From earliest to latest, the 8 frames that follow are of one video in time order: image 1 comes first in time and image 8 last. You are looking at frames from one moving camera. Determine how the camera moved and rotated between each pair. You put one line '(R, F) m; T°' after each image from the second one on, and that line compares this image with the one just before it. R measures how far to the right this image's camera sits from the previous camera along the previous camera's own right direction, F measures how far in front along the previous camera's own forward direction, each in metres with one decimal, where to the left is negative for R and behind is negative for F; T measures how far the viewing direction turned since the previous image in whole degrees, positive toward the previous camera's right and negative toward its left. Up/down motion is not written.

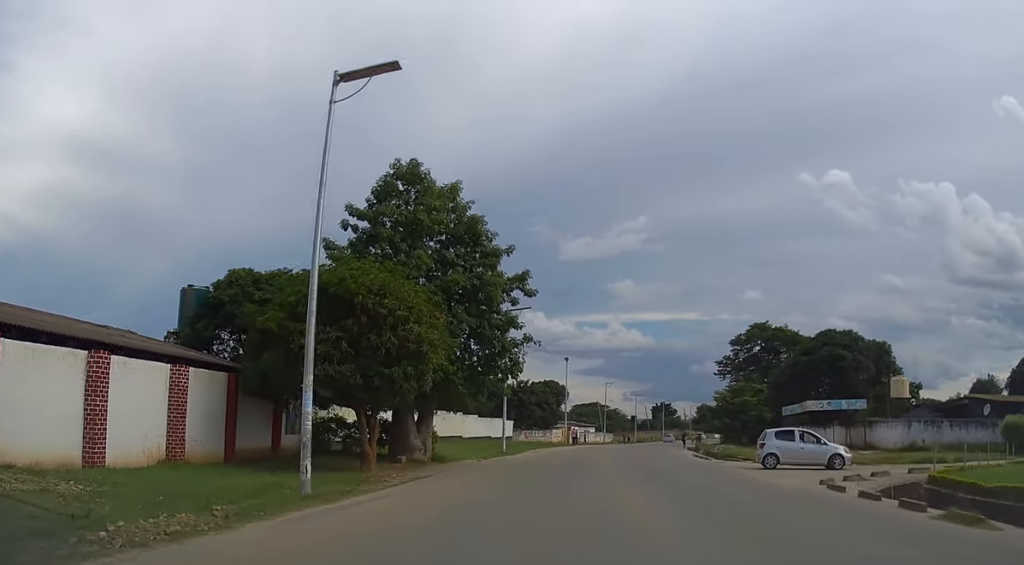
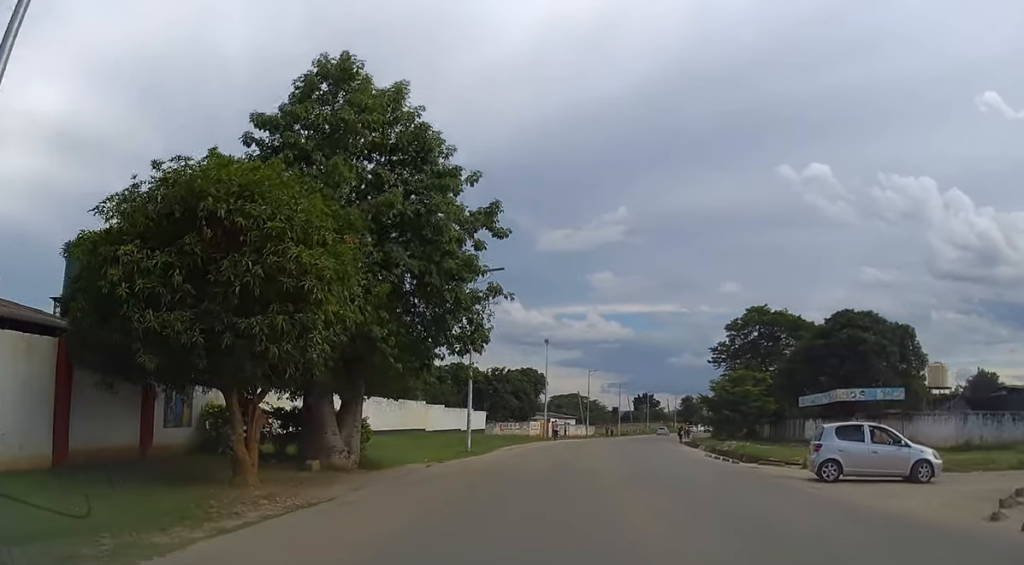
(+0.2, +8.3) m; +1°
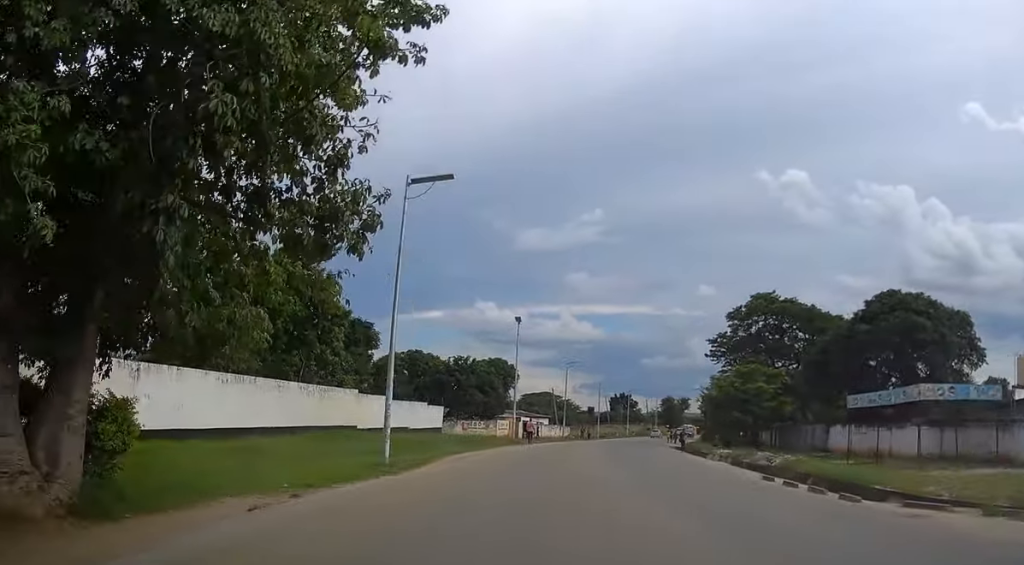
(+0.2, +12.0) m; +2°
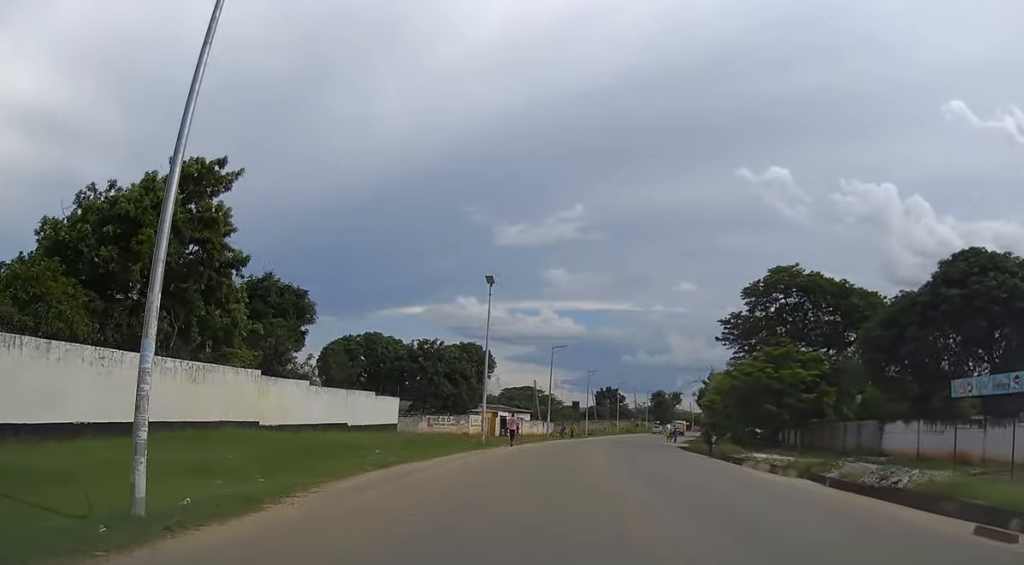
(+0.3, +11.7) m; +2°
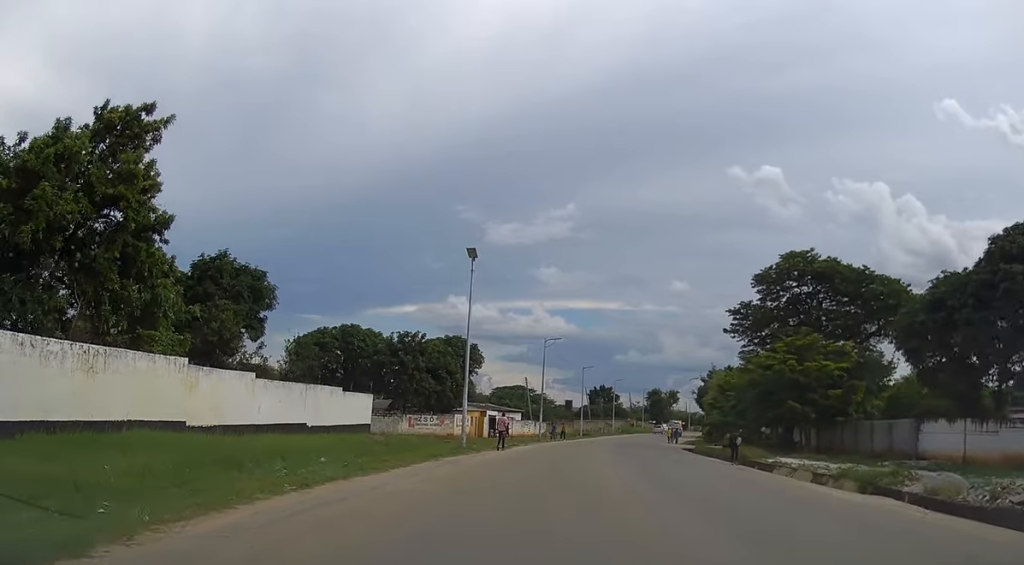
(+0.1, +5.4) m; +1°
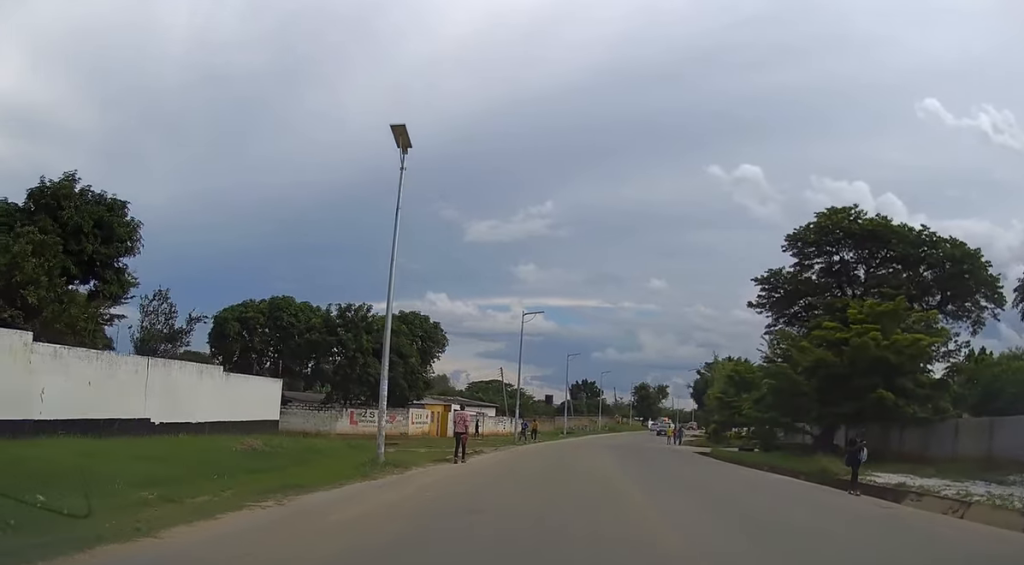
(+0.2, +12.0) m; +2°
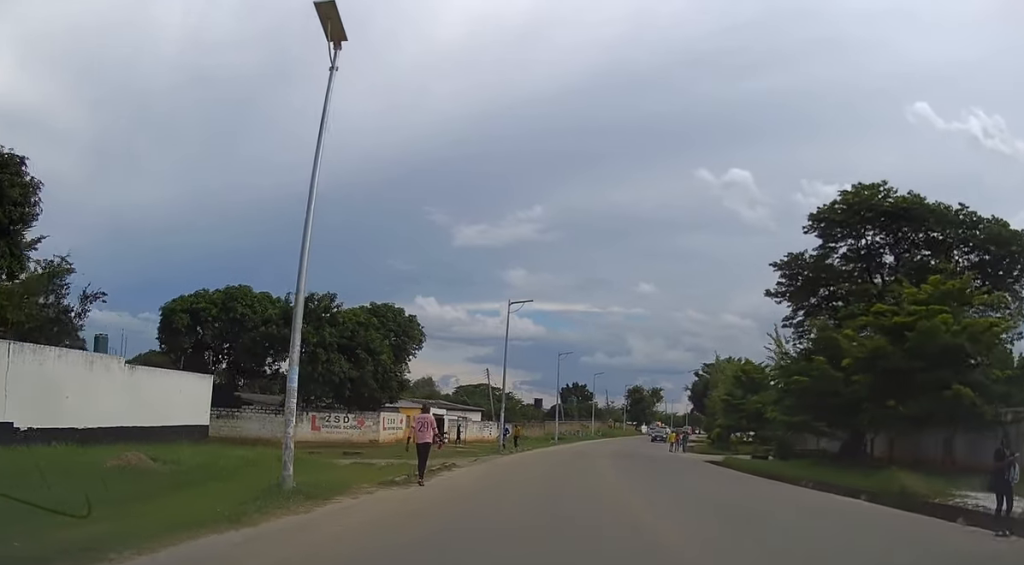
(+0.1, +5.8) m; 0°
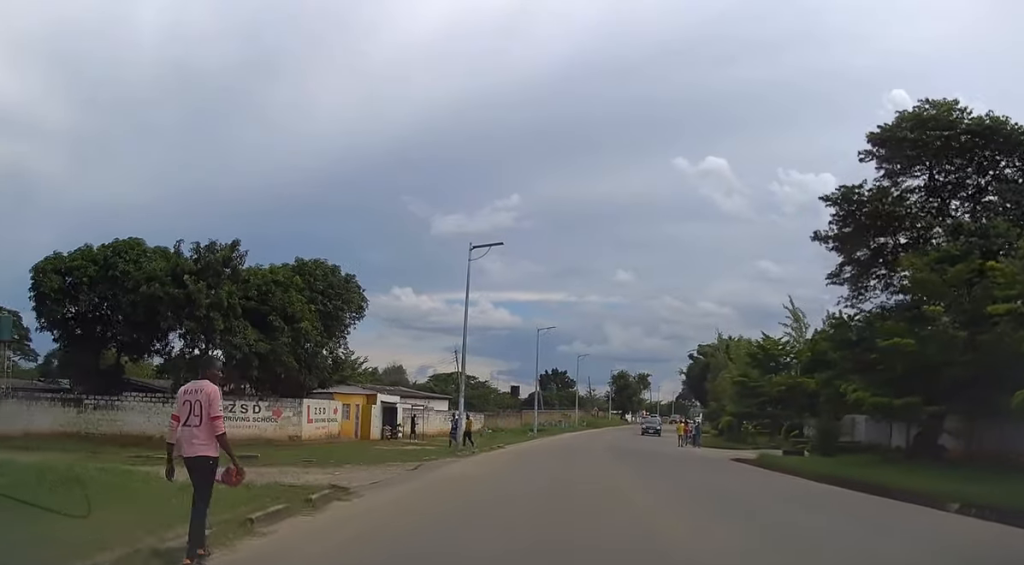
(0.0, +10.6) m; +2°
